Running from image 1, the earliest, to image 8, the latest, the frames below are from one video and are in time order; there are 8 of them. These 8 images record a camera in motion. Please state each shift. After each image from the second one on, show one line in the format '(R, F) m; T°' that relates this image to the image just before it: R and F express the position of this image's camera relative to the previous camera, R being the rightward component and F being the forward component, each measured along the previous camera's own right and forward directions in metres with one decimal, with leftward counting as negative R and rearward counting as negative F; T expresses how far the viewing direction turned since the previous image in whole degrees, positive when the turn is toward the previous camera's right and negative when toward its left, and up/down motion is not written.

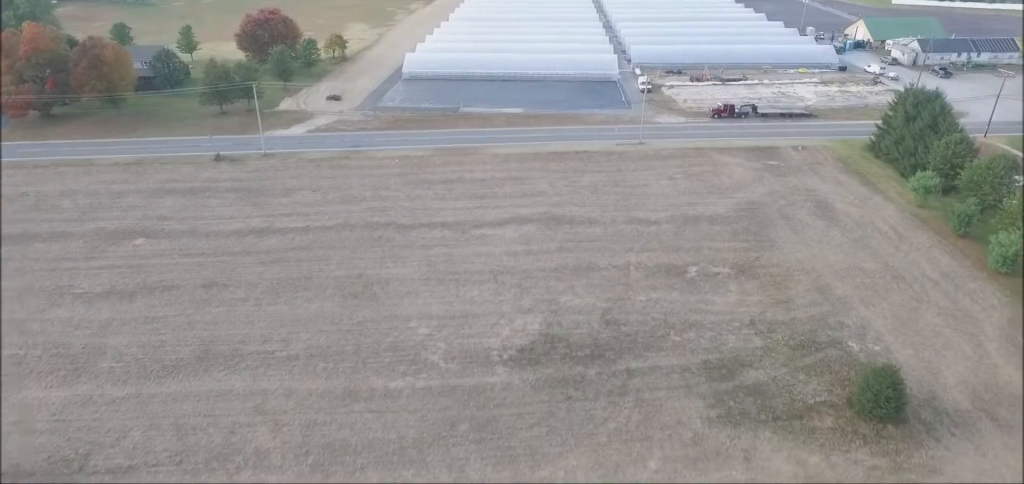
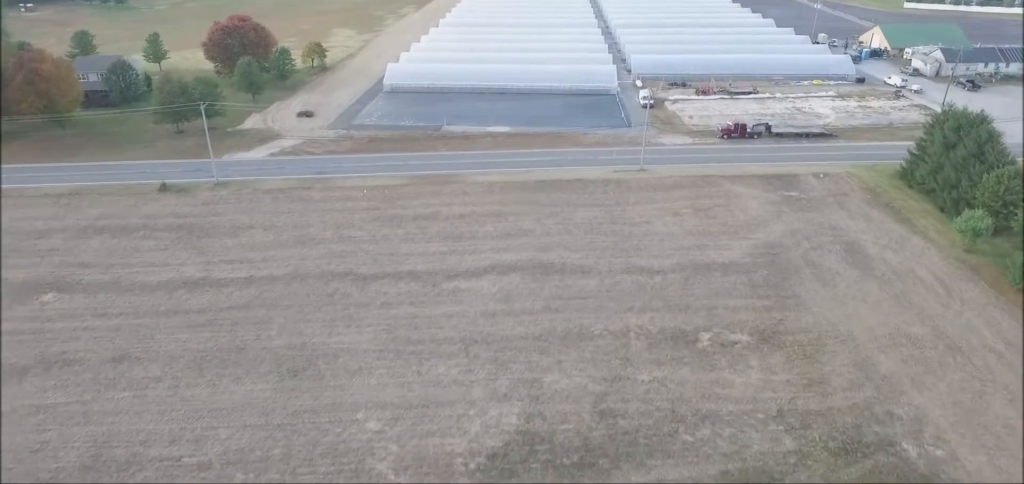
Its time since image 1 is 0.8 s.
(+0.3, +11.5) m; +3°
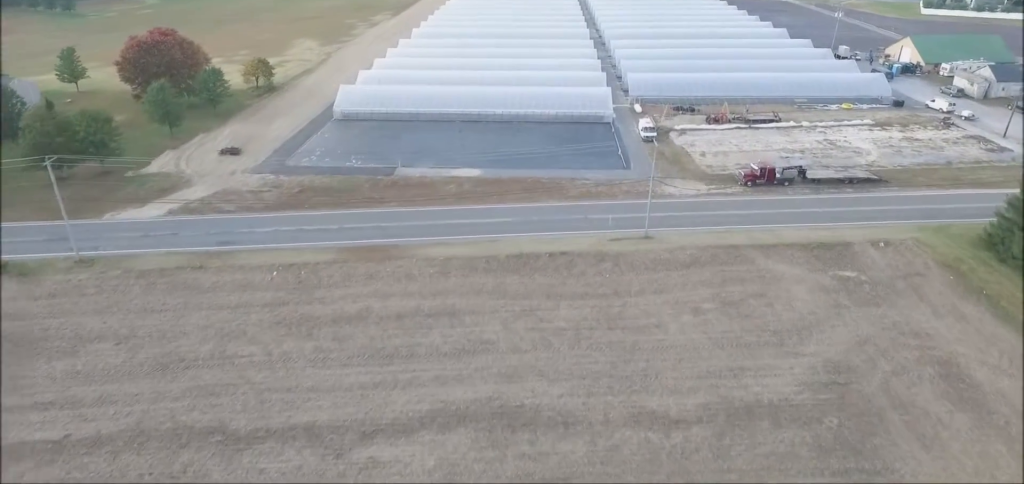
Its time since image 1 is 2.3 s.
(+0.6, +20.3) m; +1°
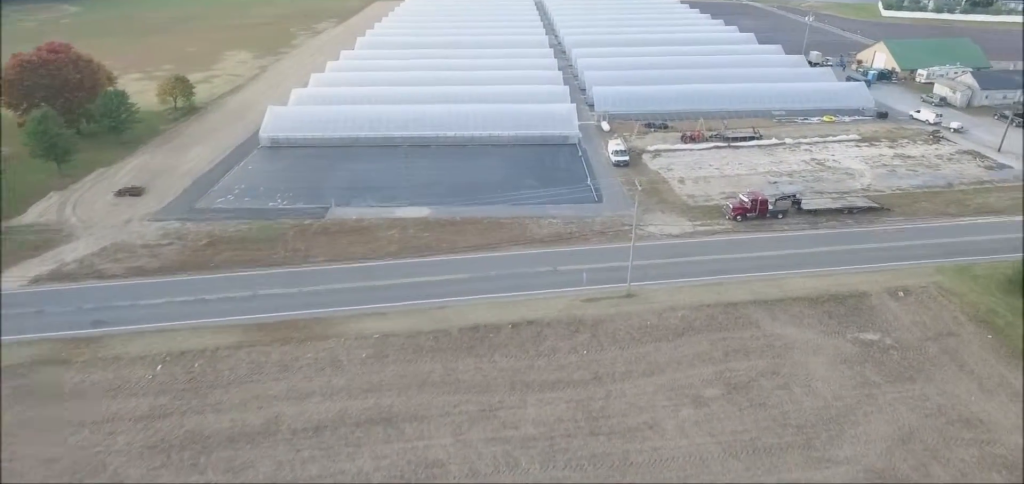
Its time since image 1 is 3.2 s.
(0.0, +12.7) m; -2°
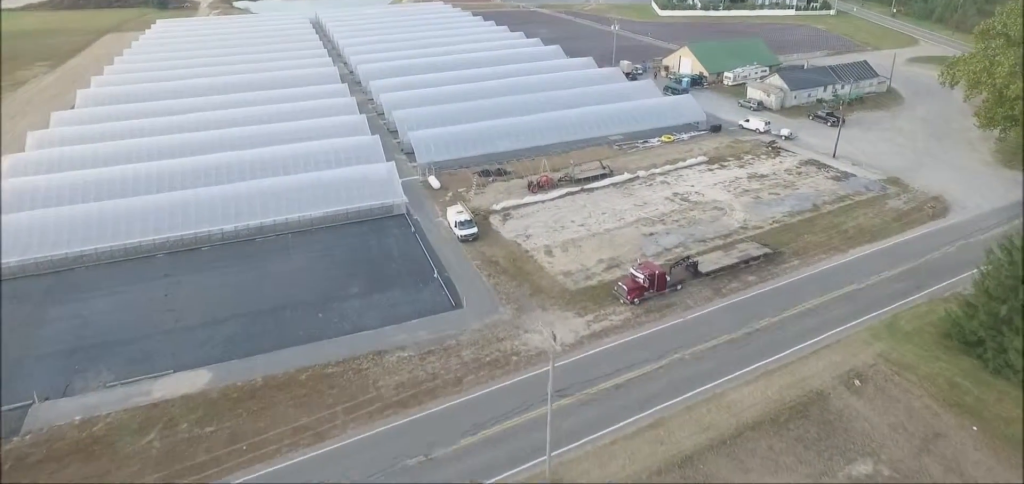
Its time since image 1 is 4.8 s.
(-0.5, +23.3) m; -2°
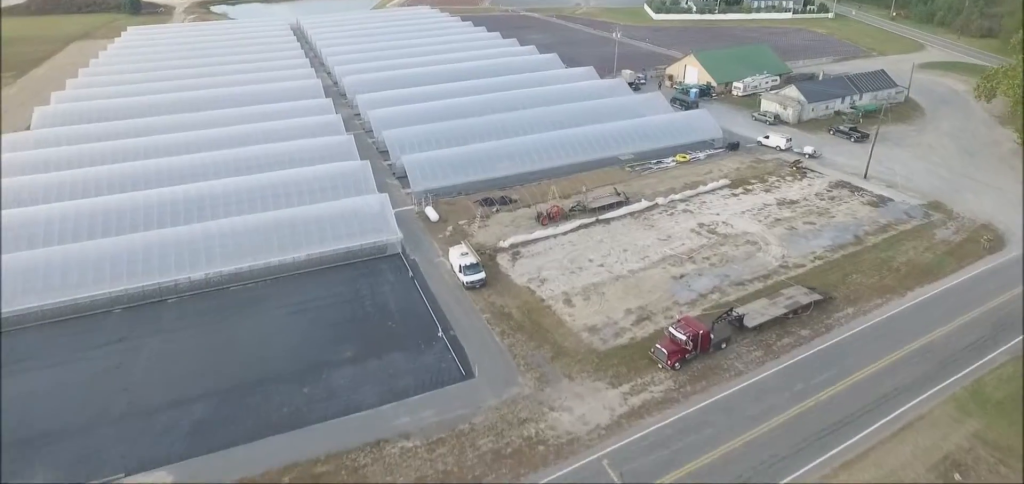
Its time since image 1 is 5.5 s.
(-0.2, +11.1) m; 0°
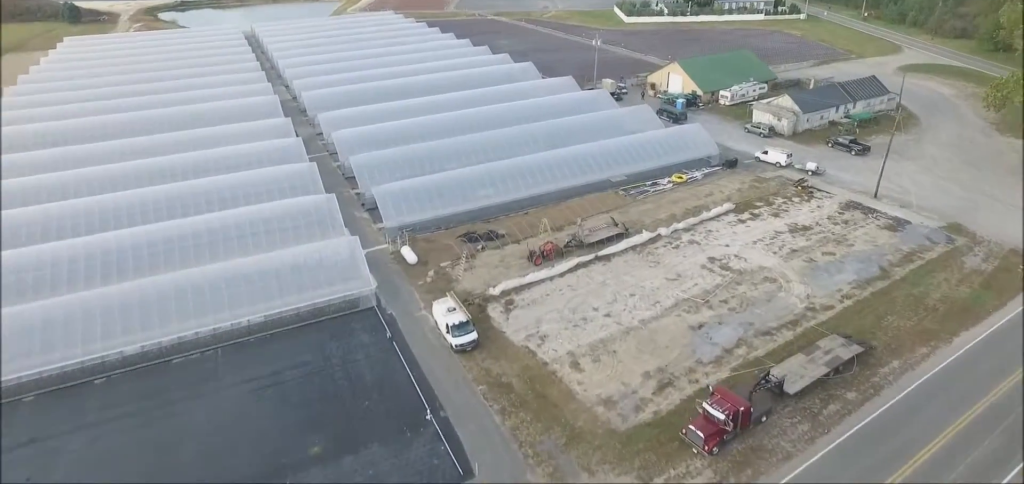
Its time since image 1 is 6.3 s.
(-0.2, +11.5) m; 0°
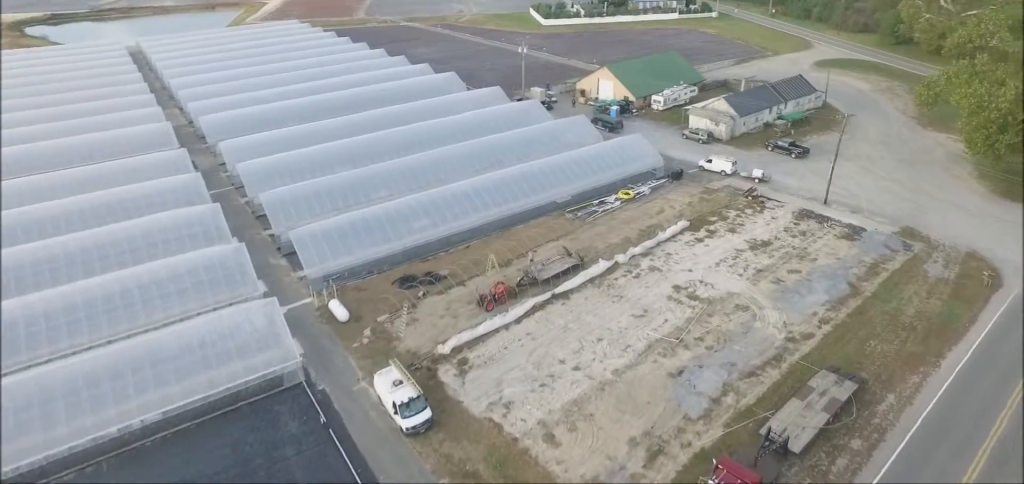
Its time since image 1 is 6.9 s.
(+0.4, +9.8) m; 0°
